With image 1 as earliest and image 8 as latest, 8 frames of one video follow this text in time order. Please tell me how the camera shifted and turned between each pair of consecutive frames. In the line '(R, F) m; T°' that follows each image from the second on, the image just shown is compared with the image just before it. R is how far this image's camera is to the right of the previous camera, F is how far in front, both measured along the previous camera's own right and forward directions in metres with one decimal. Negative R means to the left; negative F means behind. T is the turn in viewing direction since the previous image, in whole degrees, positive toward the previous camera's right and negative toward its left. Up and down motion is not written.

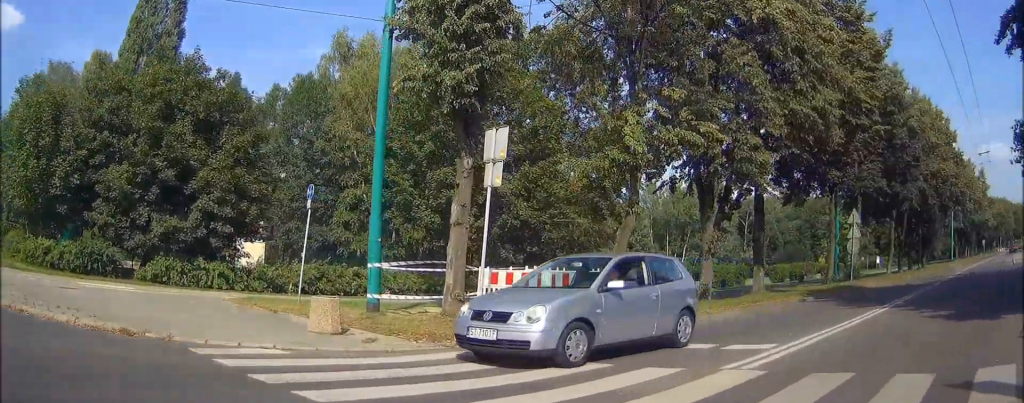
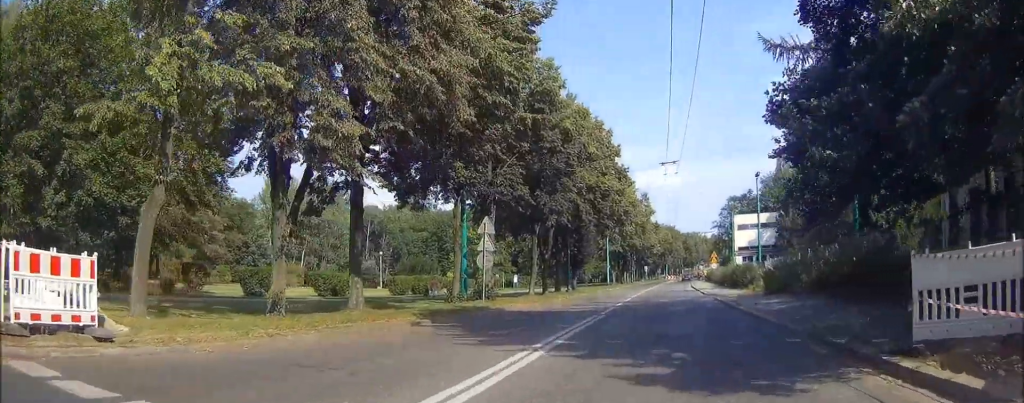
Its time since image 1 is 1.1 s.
(+0.6, +5.4) m; +6°
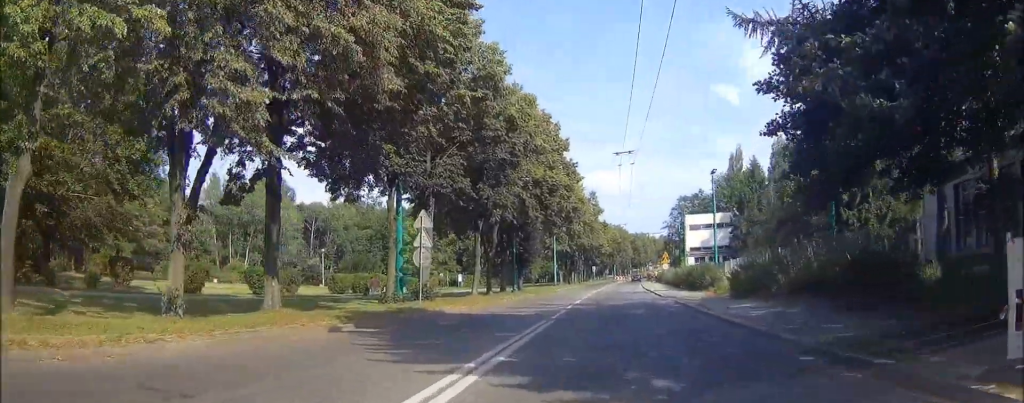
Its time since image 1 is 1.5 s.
(0.0, +2.3) m; 0°
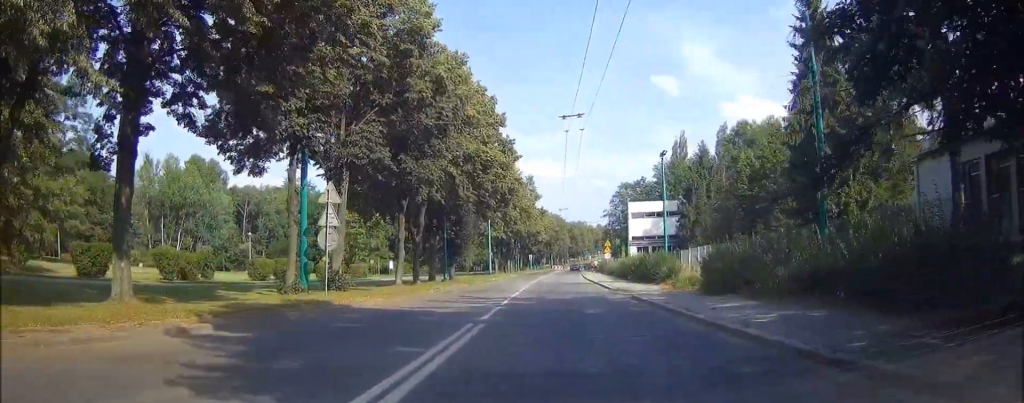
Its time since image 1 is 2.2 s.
(0.0, +4.8) m; 0°
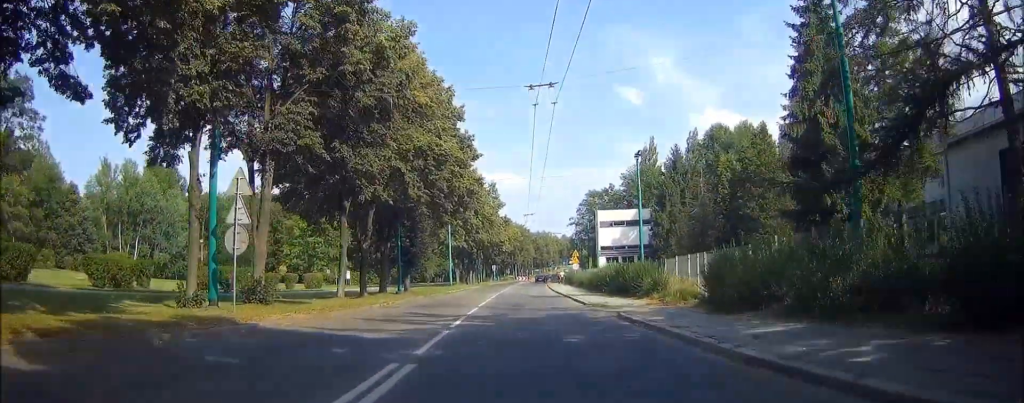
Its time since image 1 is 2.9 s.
(0.0, +5.3) m; 0°
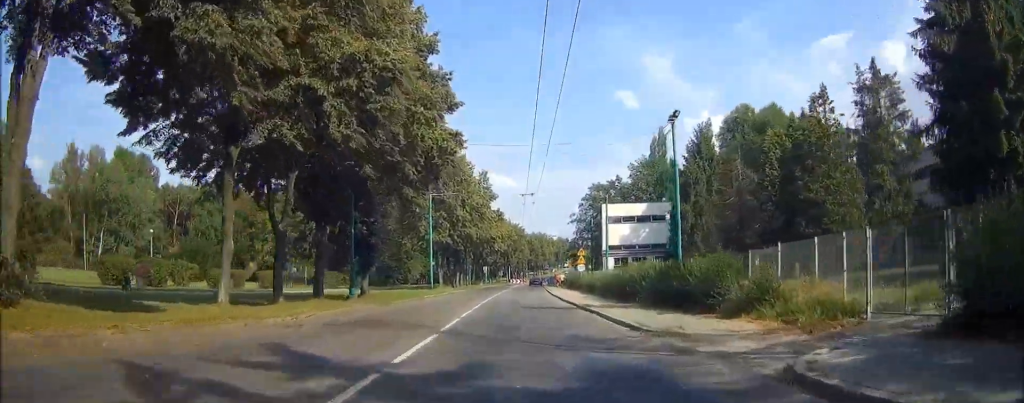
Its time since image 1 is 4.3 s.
(0.0, +12.6) m; +1°
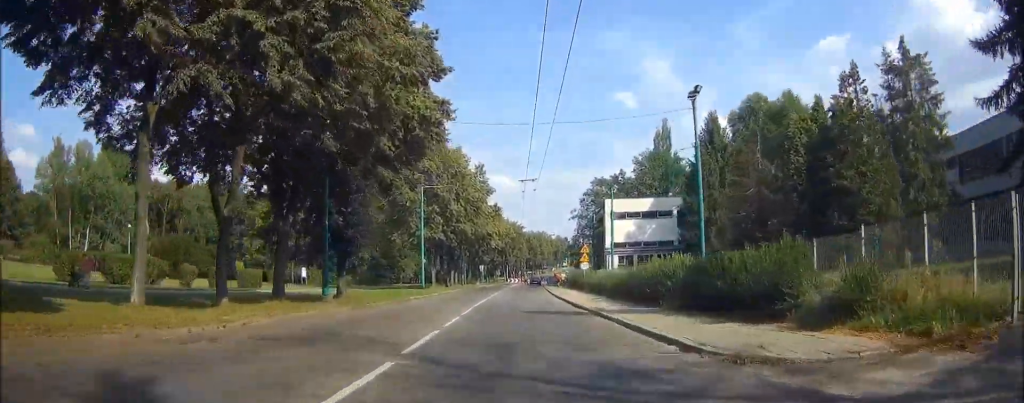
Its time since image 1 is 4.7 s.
(0.0, +4.4) m; +1°
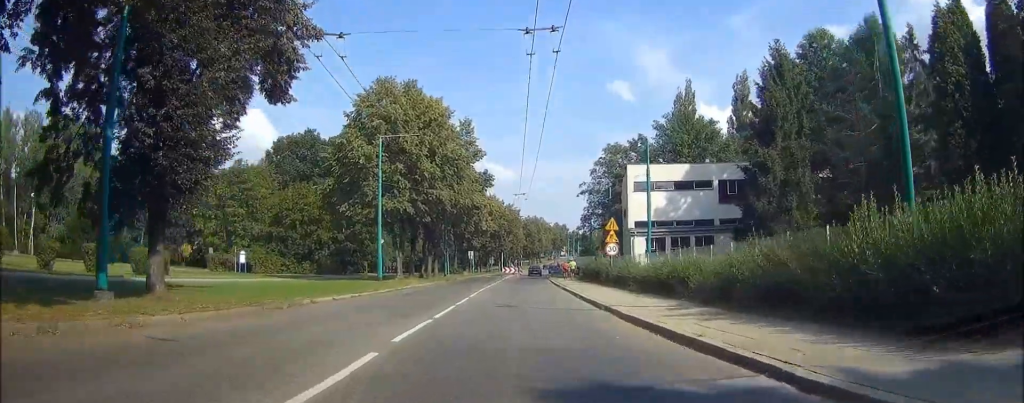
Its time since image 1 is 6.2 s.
(+1.0, +16.7) m; +5°
